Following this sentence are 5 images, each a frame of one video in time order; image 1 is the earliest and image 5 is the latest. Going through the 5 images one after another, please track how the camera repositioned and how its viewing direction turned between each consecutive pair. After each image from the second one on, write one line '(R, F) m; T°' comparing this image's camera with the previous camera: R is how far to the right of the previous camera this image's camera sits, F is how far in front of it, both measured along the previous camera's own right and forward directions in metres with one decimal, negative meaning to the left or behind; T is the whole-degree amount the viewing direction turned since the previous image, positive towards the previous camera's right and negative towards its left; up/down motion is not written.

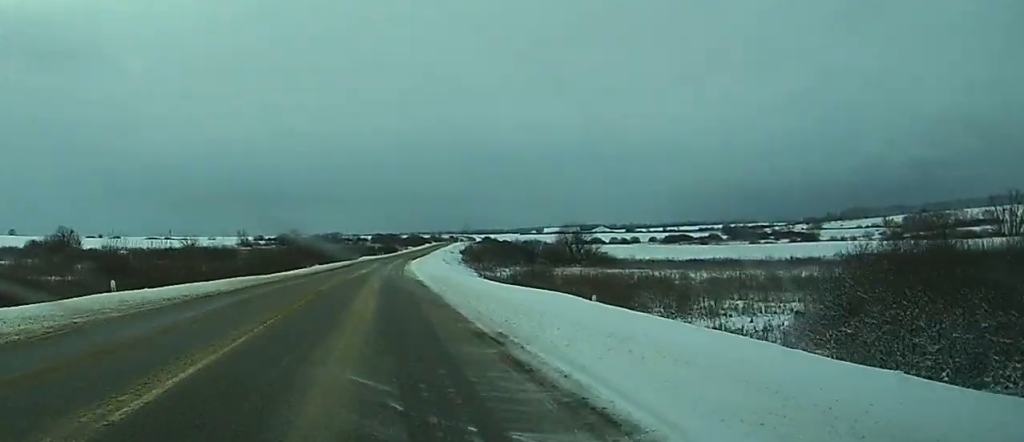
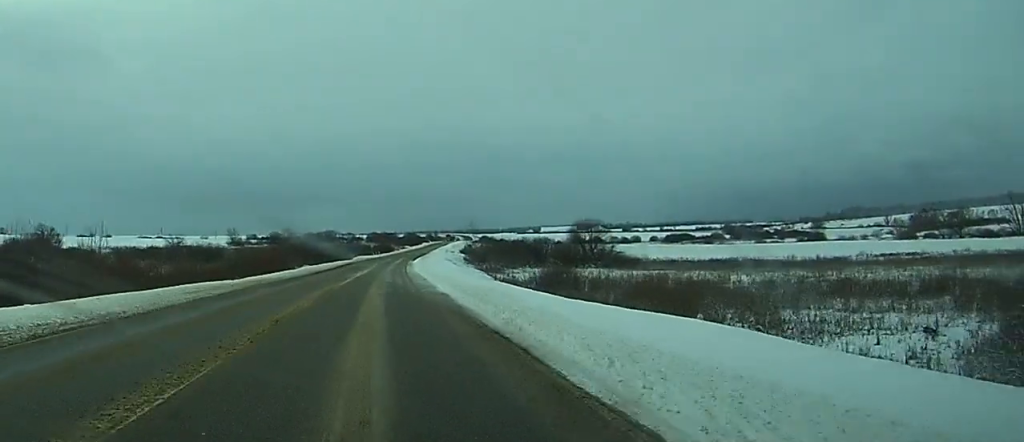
(+0.1, +13.1) m; 0°
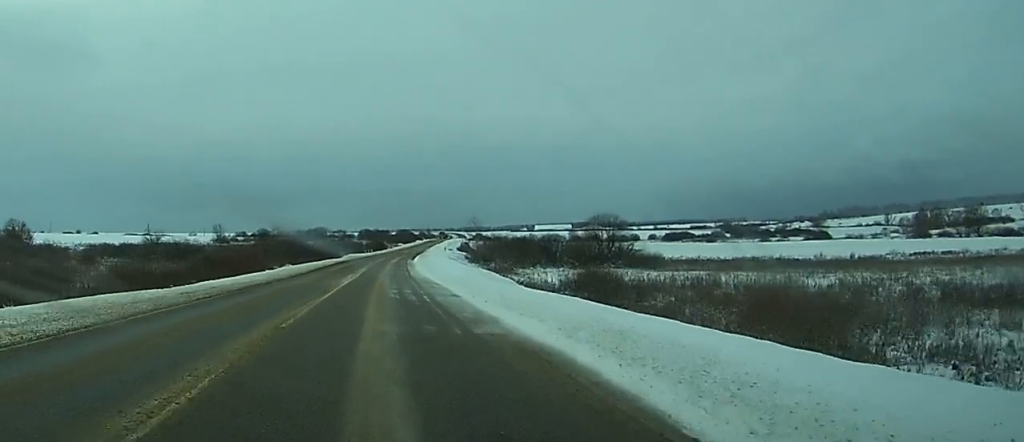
(-0.1, +15.9) m; 0°
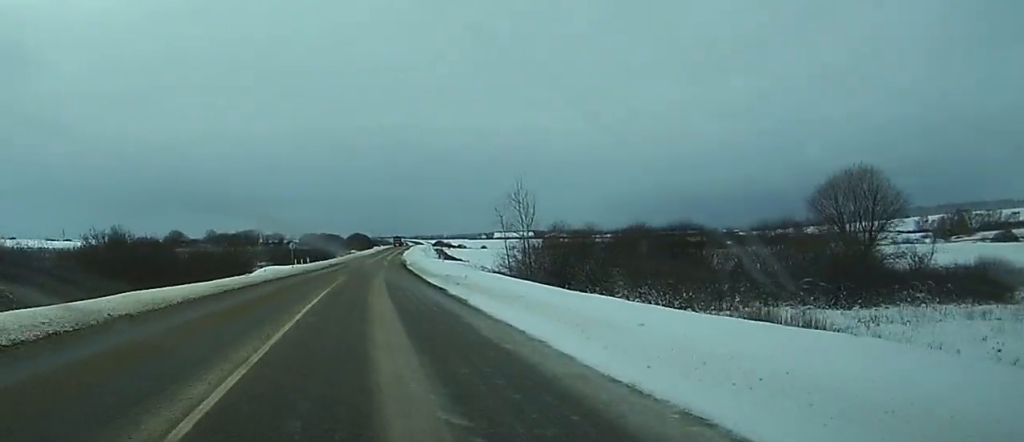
(+1.2, +83.4) m; +2°
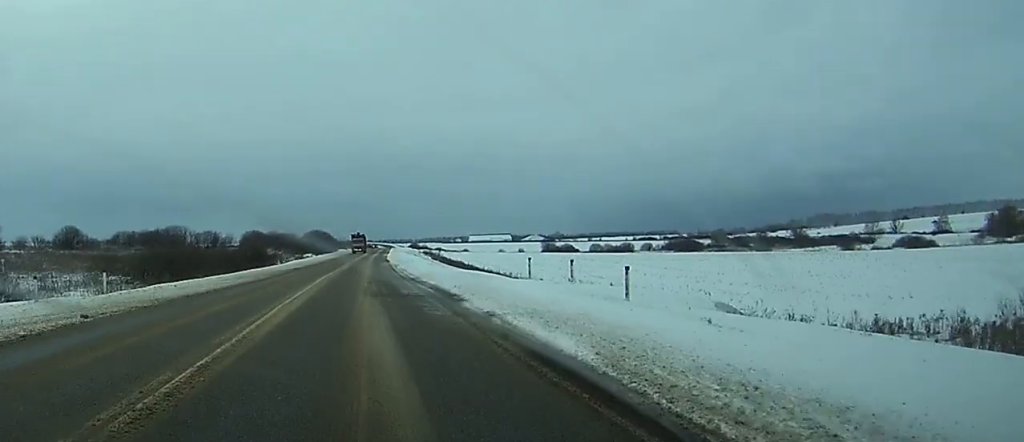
(+1.7, +77.3) m; +2°
